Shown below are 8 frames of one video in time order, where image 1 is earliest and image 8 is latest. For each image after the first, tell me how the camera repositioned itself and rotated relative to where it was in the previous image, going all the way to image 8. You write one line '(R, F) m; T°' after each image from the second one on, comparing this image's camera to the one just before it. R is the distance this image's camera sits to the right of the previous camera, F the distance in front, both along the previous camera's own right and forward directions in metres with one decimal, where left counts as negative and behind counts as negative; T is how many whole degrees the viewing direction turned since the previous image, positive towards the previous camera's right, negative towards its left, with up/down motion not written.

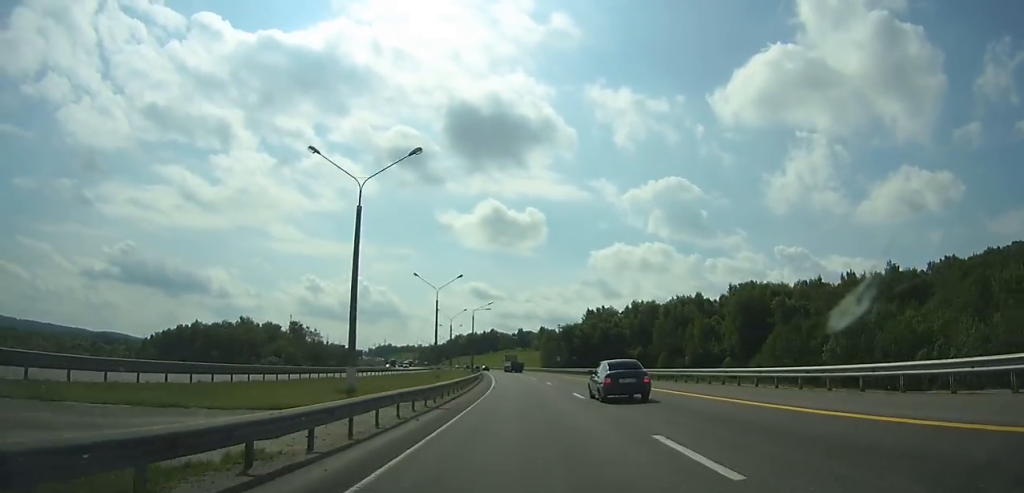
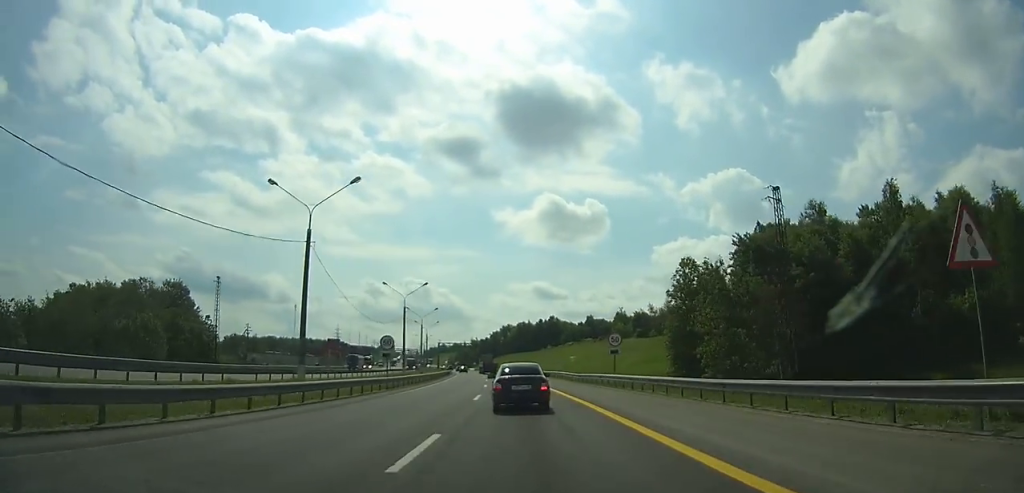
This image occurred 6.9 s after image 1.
(-6.8, +127.6) m; -8°
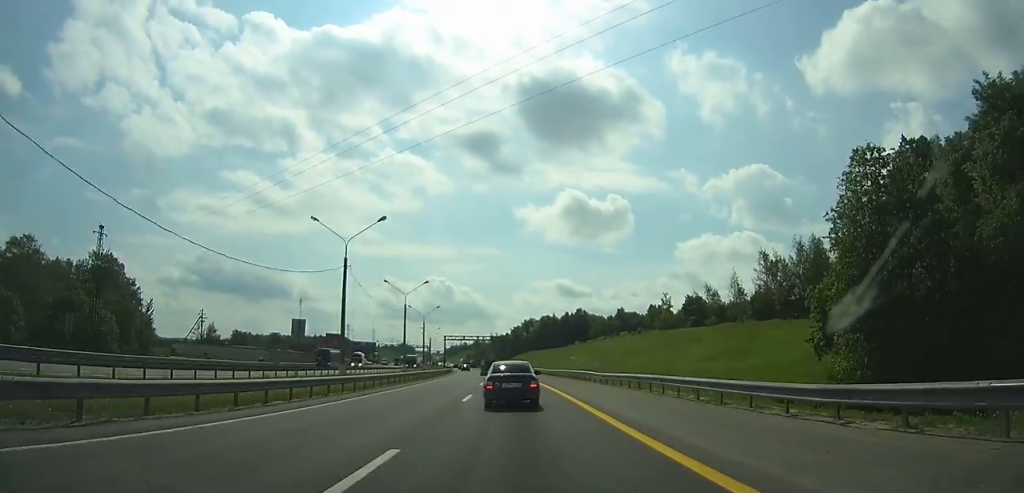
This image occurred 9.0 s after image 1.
(-1.1, +34.8) m; -3°
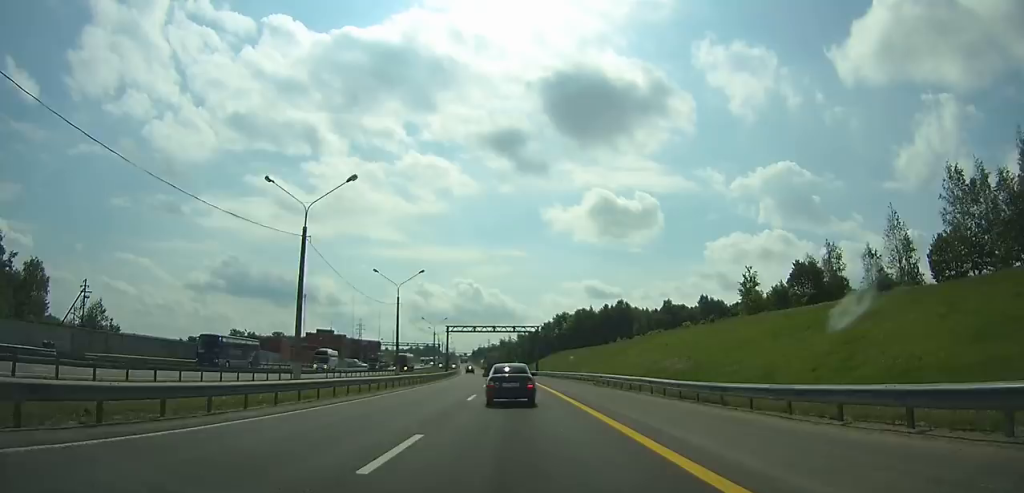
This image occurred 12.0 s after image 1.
(-1.8, +46.3) m; -4°
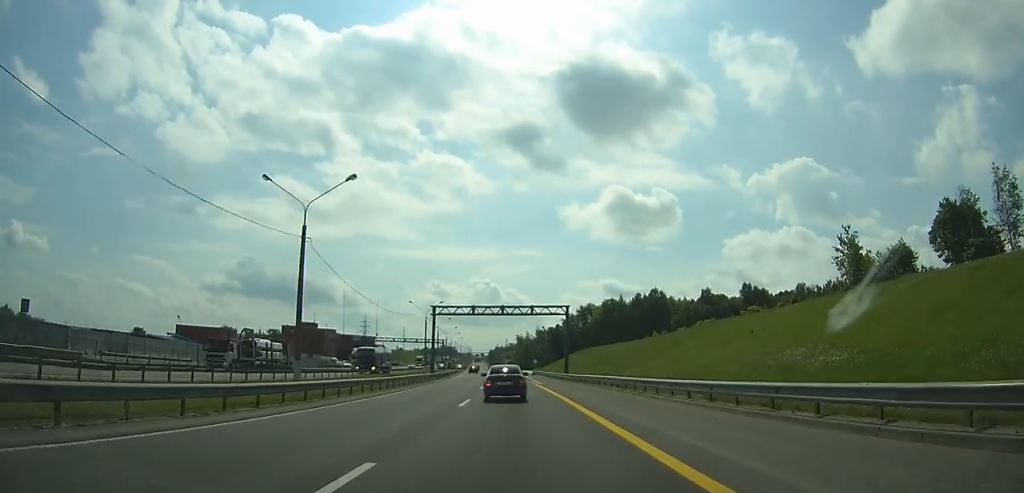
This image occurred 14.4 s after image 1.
(-0.7, +34.7) m; -2°
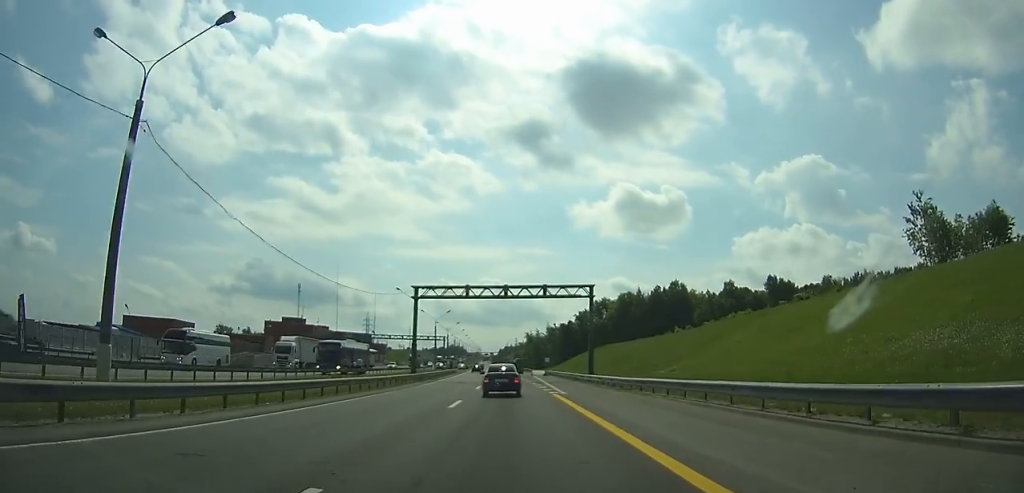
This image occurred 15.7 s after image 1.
(-0.2, +18.0) m; -1°
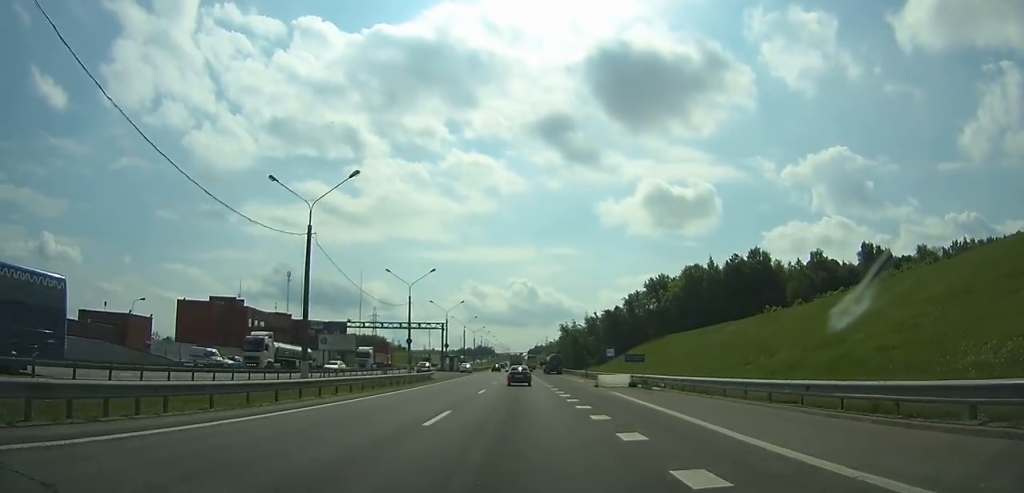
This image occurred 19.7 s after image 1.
(-0.7, +53.7) m; -1°
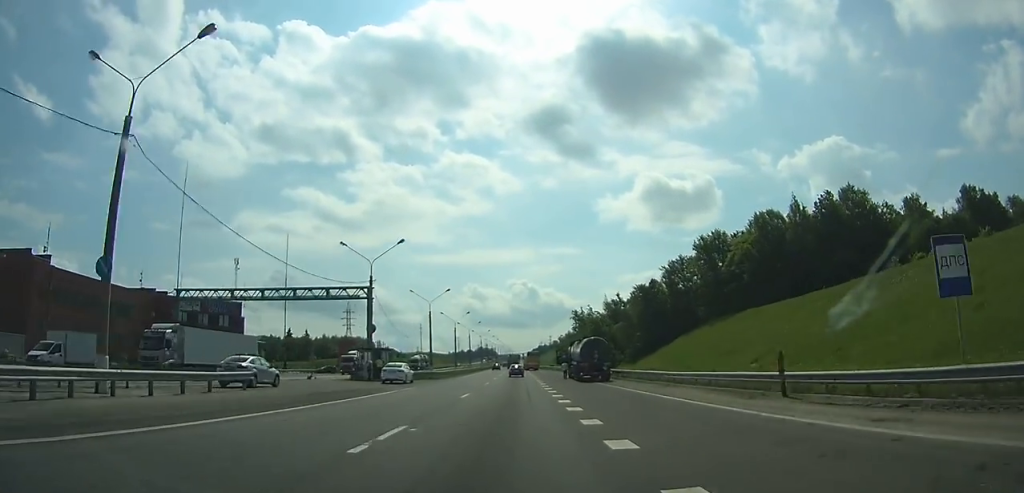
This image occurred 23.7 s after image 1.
(-0.6, +50.0) m; 0°
